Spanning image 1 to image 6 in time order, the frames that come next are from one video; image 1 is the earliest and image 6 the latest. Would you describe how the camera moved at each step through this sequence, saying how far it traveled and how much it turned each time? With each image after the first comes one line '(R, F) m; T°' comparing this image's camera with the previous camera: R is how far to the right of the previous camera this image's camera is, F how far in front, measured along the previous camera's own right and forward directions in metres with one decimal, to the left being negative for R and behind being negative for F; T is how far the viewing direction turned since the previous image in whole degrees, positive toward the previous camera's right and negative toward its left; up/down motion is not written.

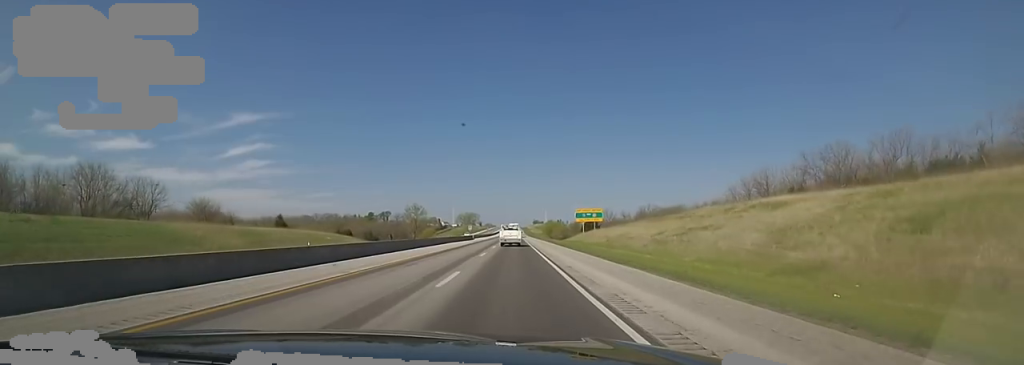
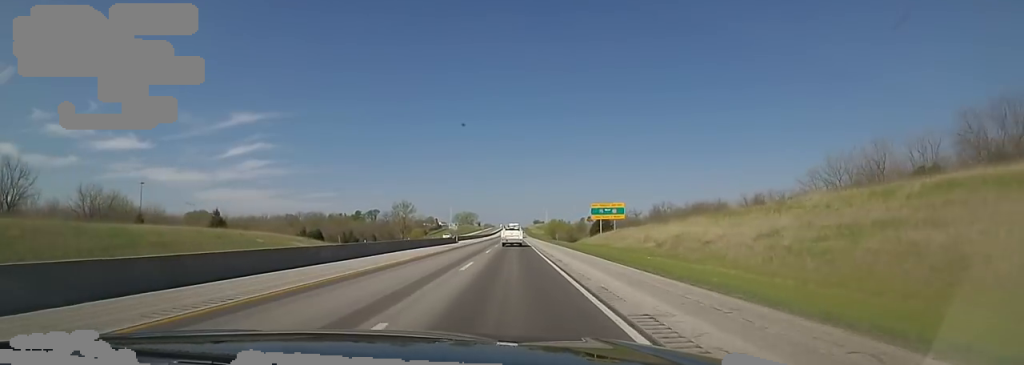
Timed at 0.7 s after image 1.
(+0.1, +24.9) m; 0°
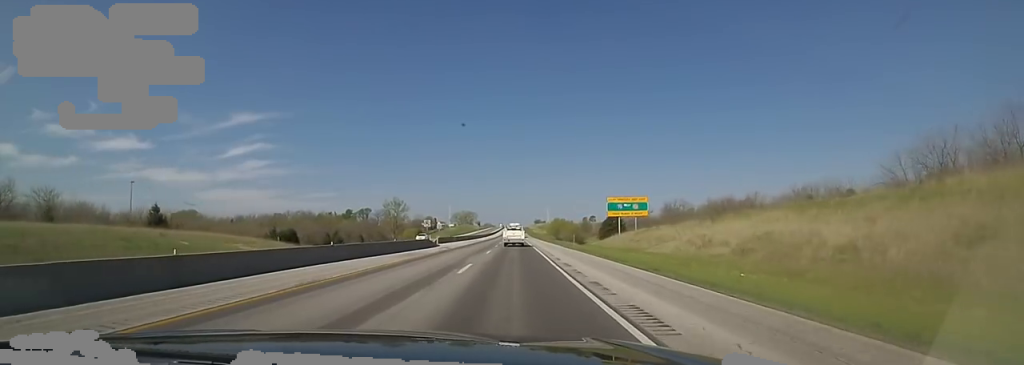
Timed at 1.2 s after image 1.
(+0.1, +16.7) m; 0°
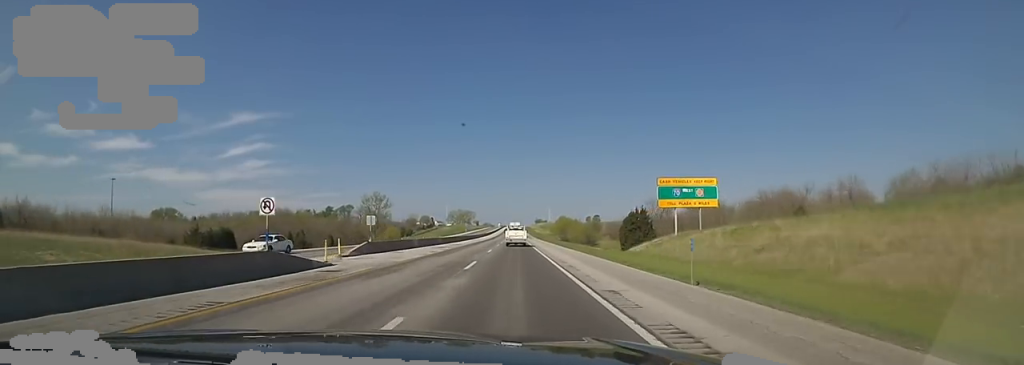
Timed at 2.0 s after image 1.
(-0.2, +28.7) m; 0°
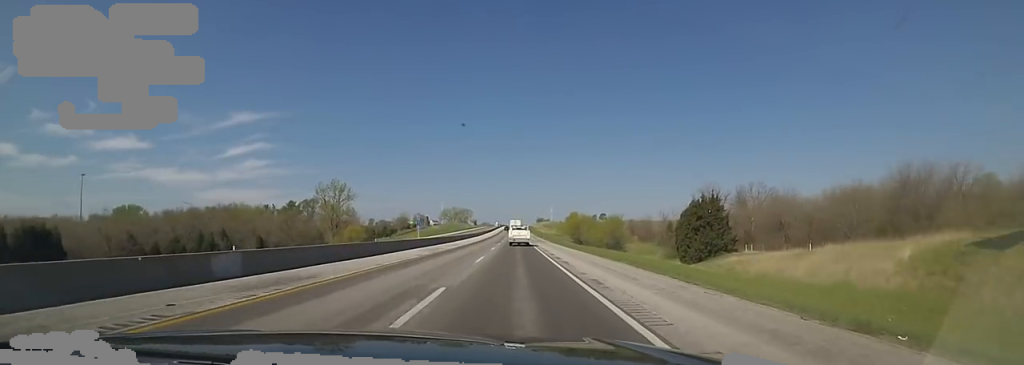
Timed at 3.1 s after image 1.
(+0.1, +41.9) m; 0°
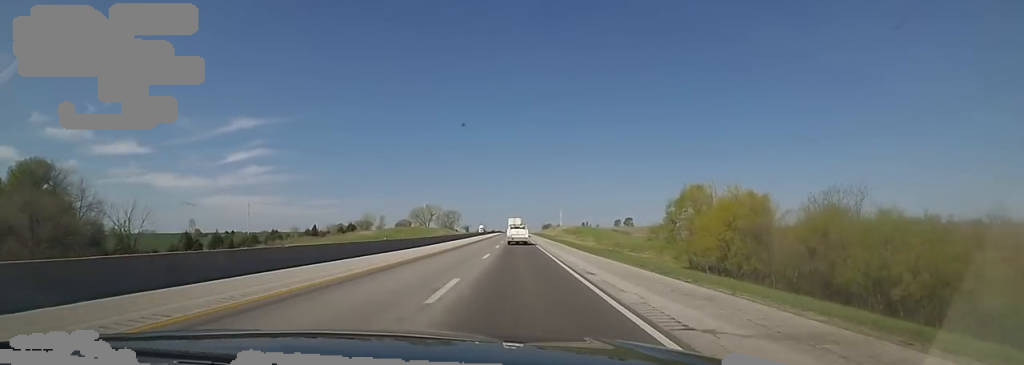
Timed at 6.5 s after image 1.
(-3.9, +119.8) m; 0°
